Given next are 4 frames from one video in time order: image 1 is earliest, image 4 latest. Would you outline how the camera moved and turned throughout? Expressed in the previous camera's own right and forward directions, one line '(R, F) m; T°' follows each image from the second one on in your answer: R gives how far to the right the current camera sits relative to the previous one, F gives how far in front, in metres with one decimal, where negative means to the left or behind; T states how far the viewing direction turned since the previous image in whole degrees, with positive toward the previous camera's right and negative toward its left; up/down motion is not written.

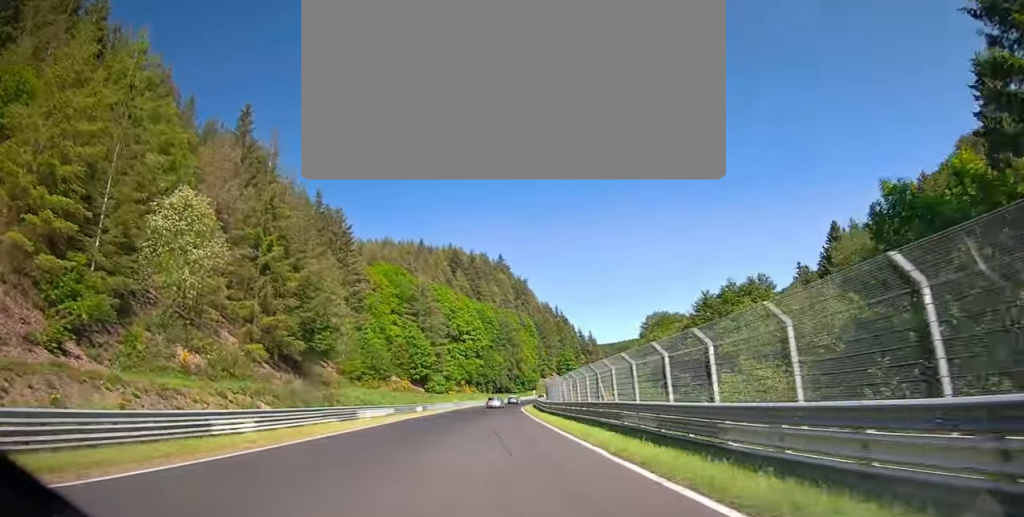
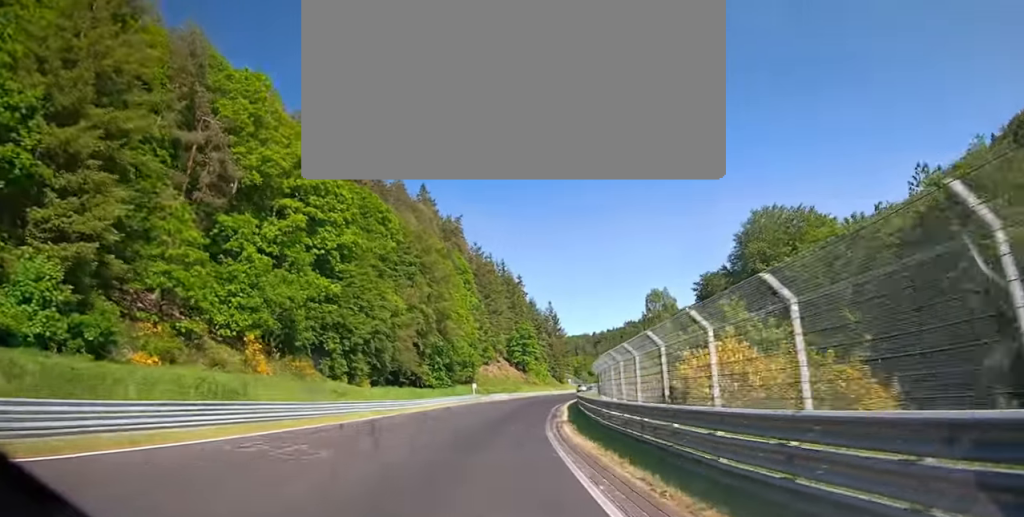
(+7.0, +87.0) m; +11°
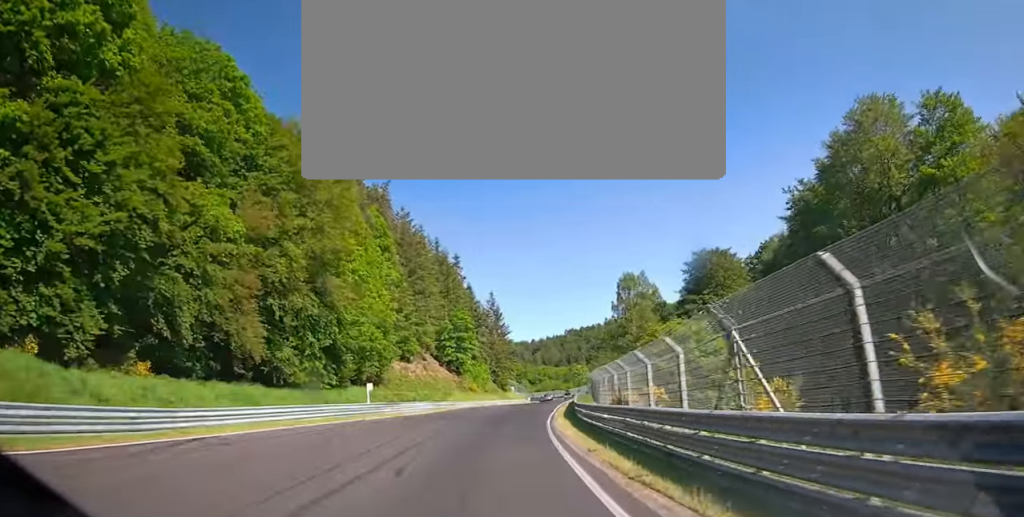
(+1.2, +29.8) m; +3°
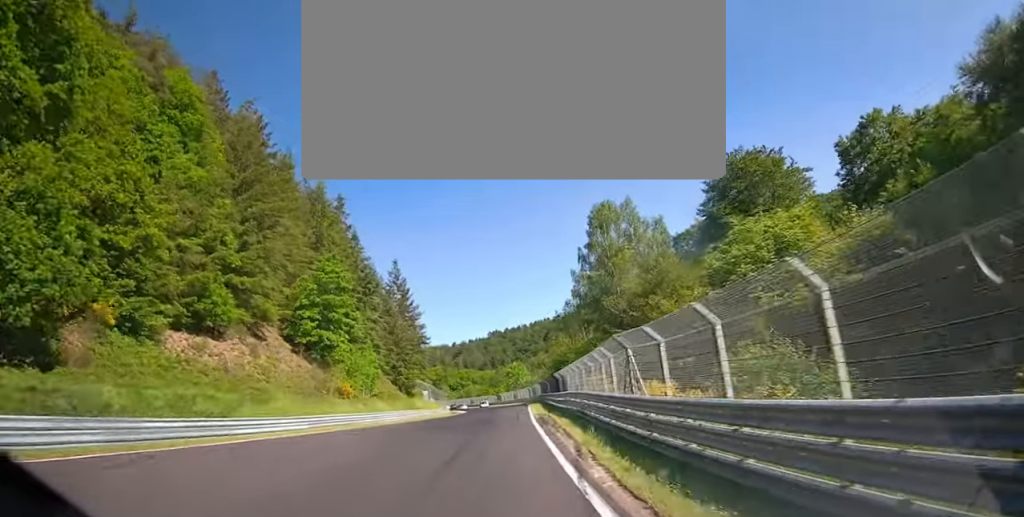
(+1.1, +39.6) m; +6°
